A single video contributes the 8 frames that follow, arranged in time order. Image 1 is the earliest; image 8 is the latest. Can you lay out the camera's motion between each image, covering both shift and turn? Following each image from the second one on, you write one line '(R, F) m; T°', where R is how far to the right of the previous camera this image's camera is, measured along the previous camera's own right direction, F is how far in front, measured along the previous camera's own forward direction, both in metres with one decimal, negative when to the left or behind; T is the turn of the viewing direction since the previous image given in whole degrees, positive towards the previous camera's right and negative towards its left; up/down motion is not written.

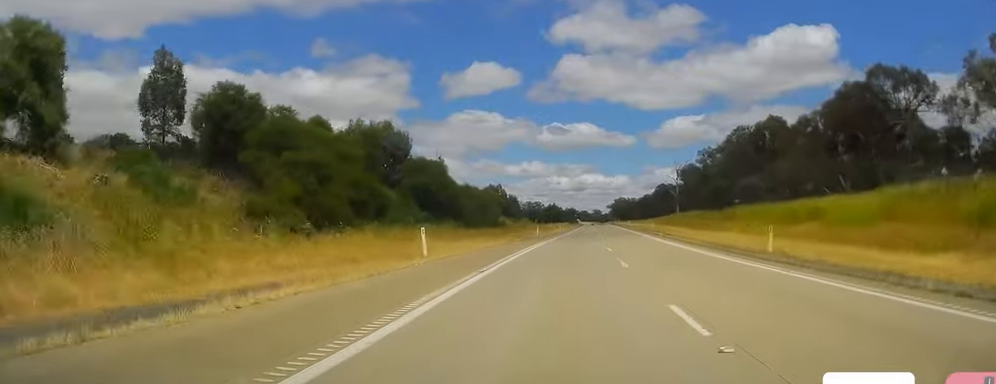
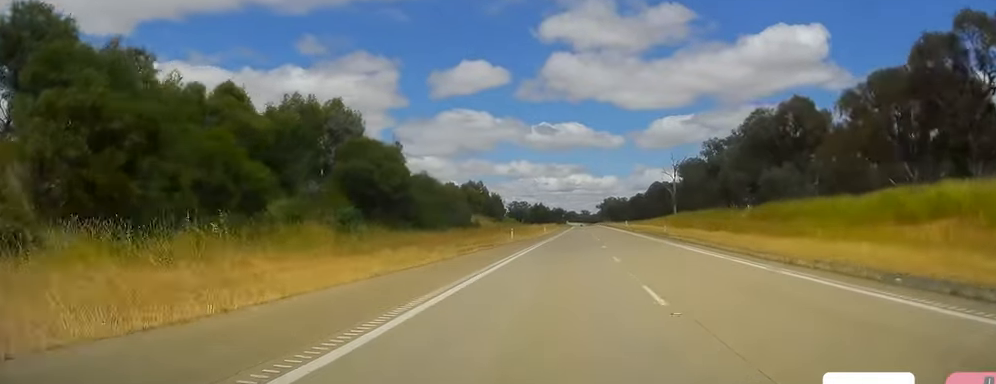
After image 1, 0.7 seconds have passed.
(0.0, +21.1) m; +1°
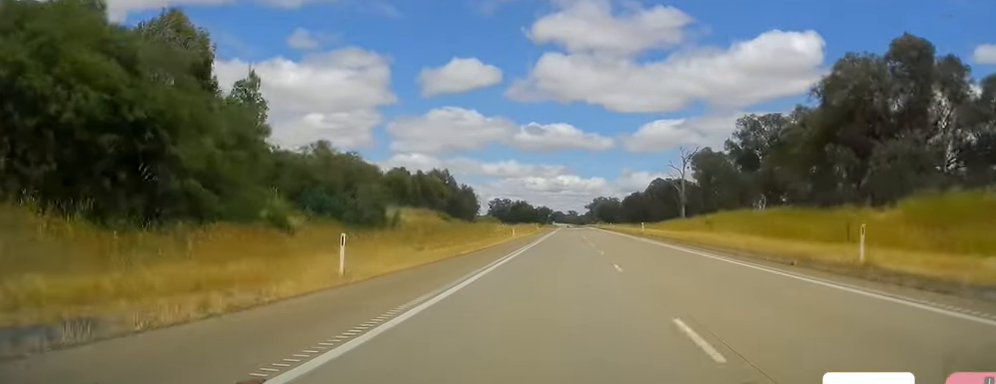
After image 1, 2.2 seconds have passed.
(+1.1, +41.4) m; +2°
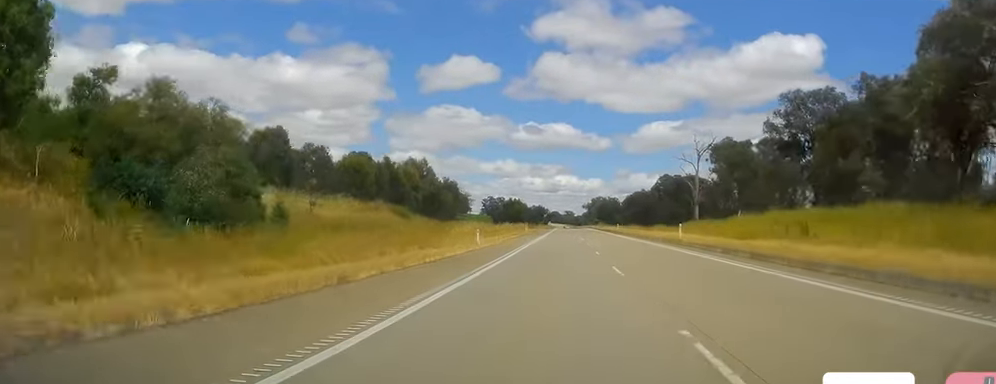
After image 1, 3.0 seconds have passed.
(+0.1, +25.2) m; 0°
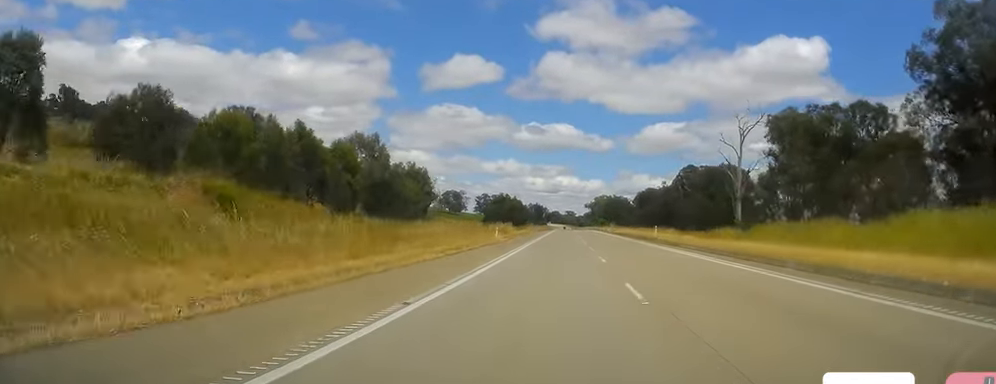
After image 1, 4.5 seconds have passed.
(0.0, +41.4) m; 0°
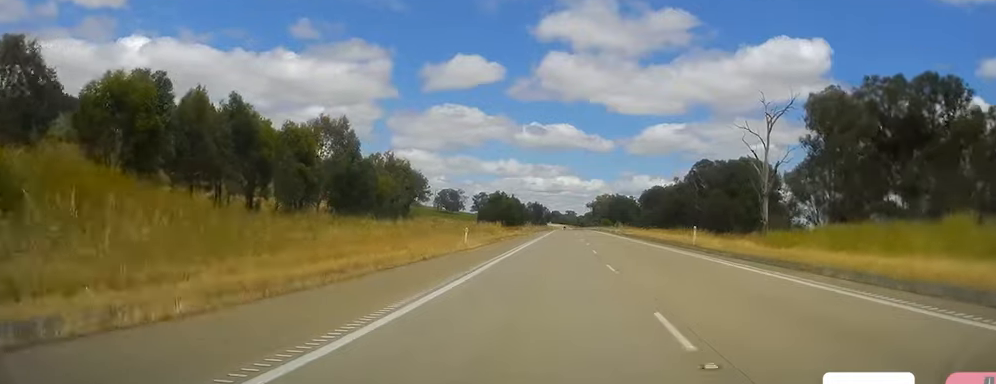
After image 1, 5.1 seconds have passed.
(0.0, +17.3) m; 0°
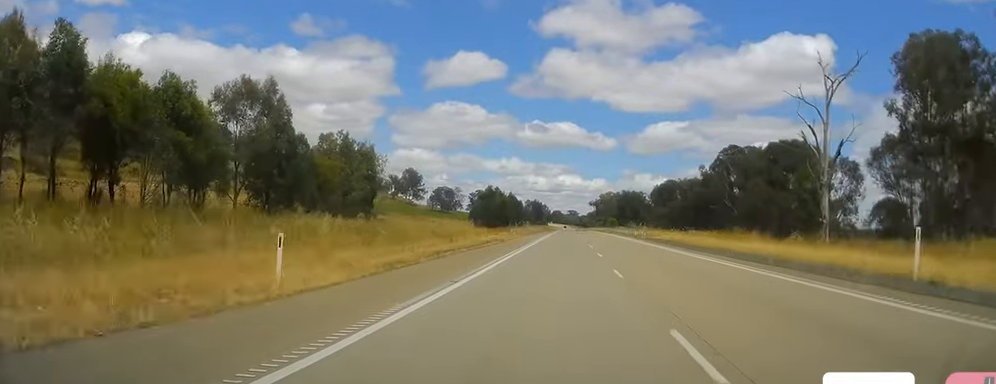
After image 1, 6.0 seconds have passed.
(0.0, +25.9) m; 0°
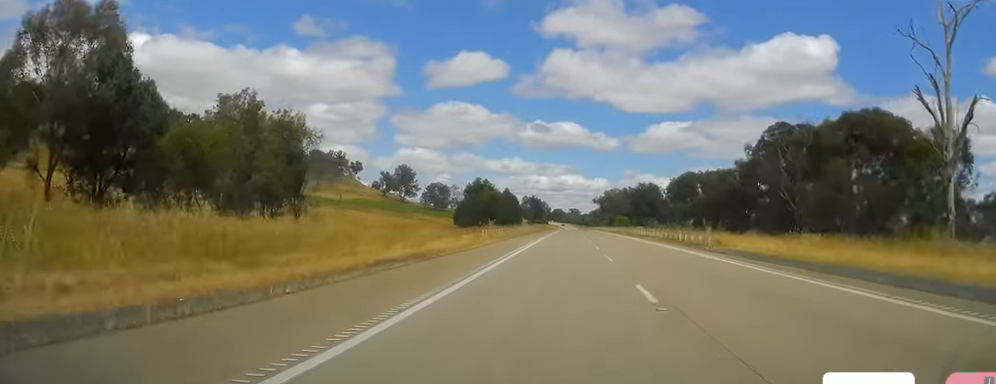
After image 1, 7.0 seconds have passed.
(0.0, +29.8) m; 0°
